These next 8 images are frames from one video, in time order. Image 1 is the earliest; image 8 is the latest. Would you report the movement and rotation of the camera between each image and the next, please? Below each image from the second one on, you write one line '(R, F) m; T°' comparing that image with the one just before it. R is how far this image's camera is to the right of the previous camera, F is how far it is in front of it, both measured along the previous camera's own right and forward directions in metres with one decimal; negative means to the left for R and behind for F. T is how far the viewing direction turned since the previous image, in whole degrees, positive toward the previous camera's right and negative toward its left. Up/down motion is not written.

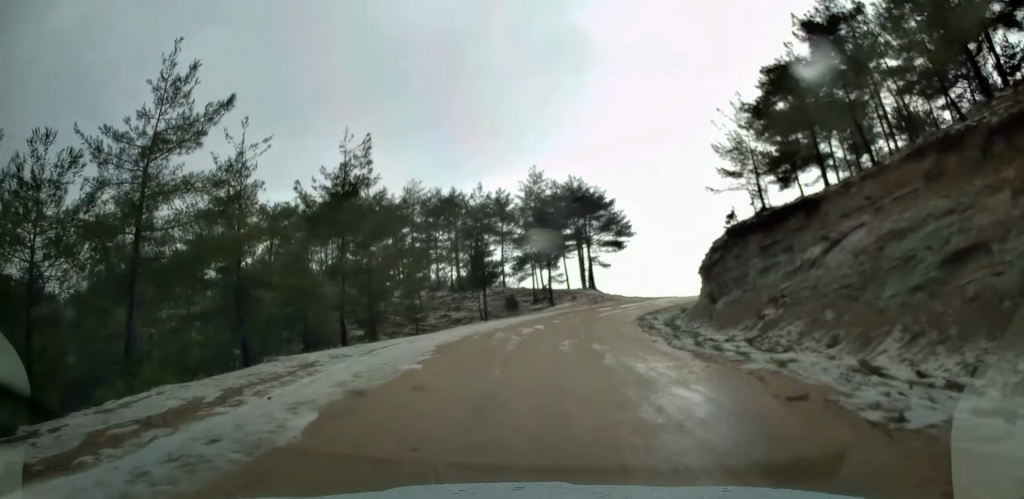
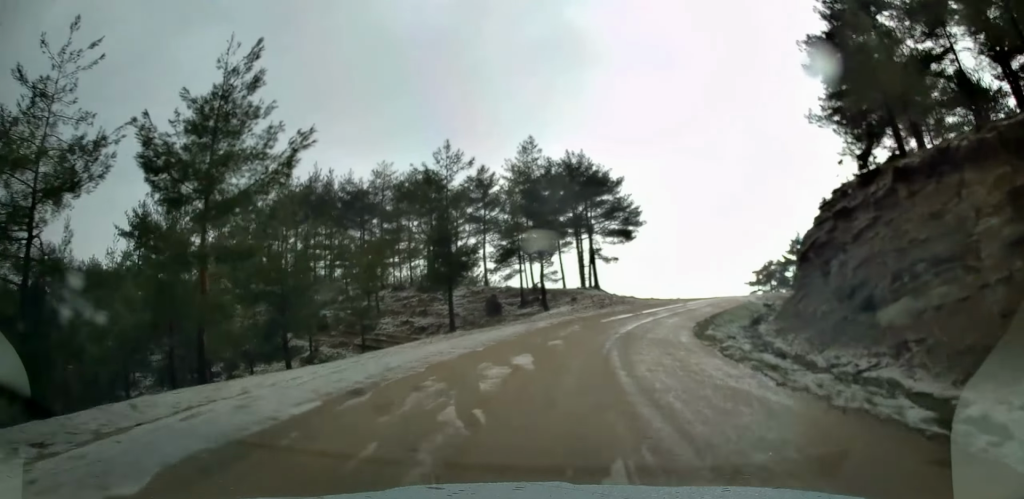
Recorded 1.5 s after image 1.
(-0.2, +12.8) m; +2°
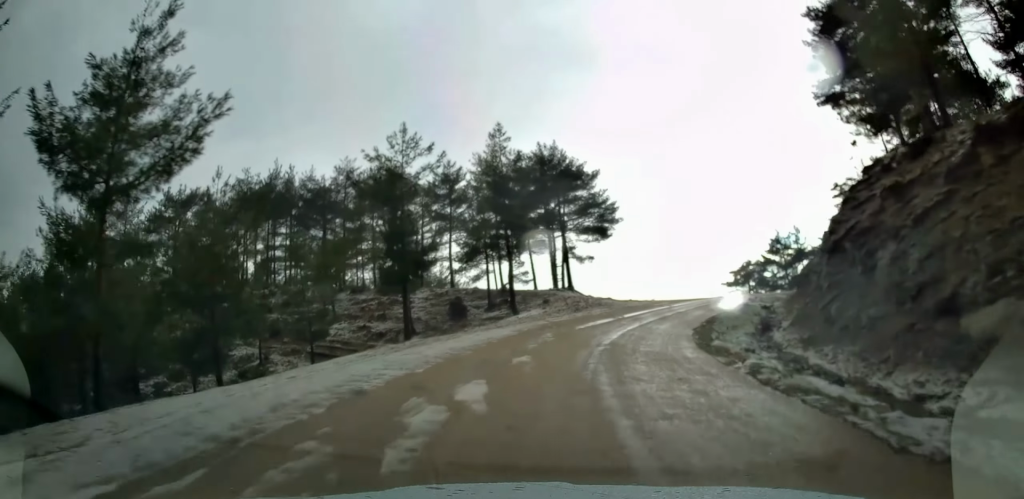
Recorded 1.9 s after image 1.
(+0.2, +3.8) m; +3°
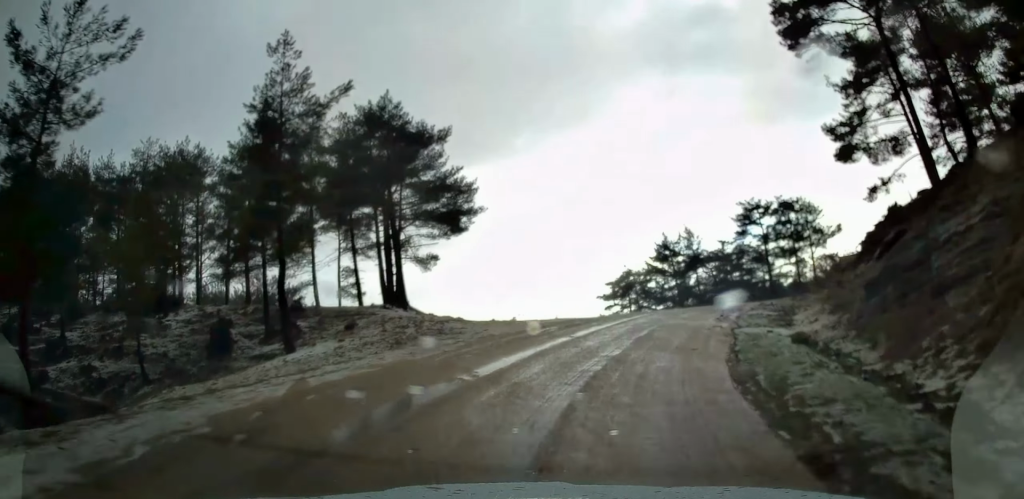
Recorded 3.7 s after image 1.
(+1.7, +15.8) m; +13°
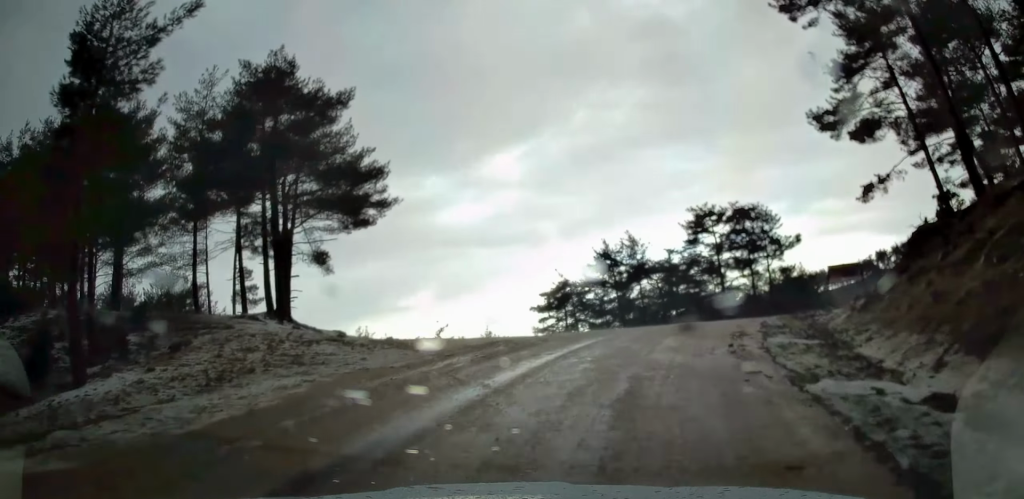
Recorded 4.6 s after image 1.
(+0.3, +7.4) m; +7°
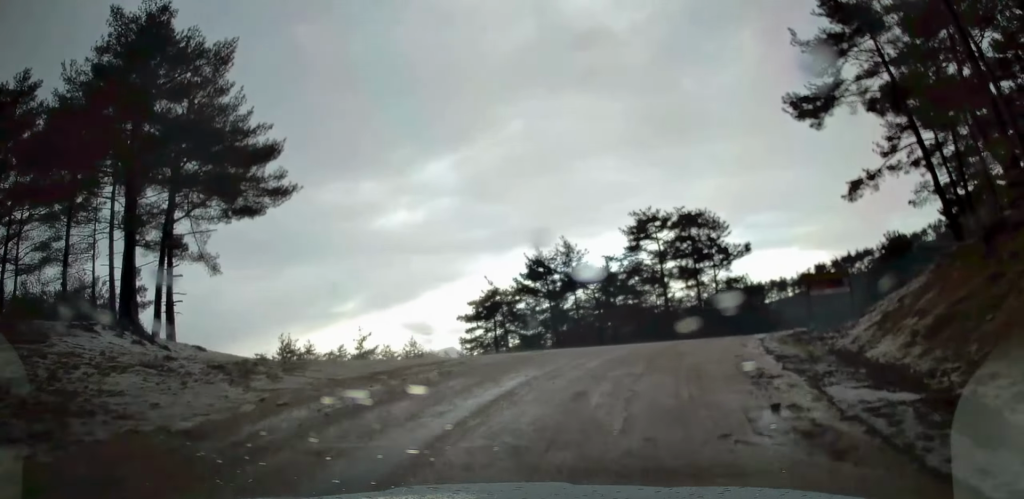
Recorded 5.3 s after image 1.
(+0.2, +6.0) m; +7°
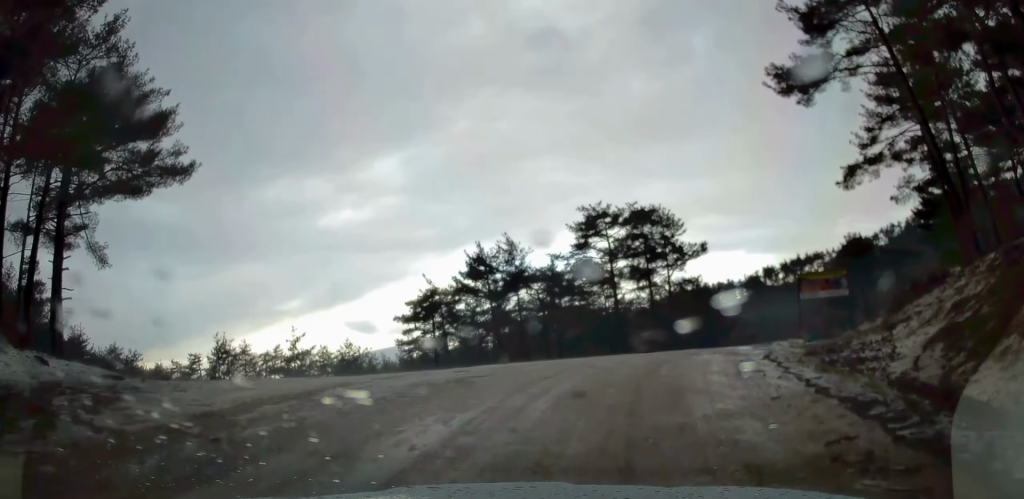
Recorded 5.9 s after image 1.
(+0.4, +5.0) m; +6°
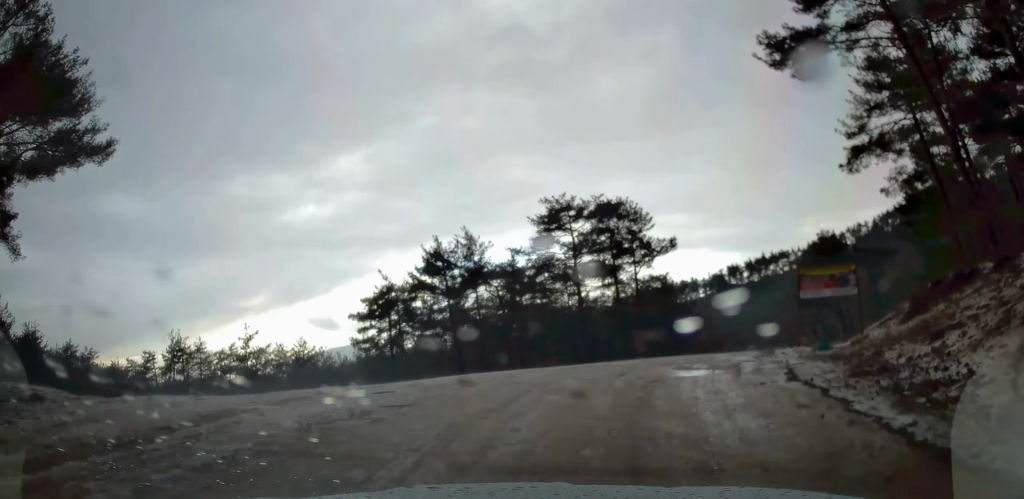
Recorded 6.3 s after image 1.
(+0.1, +3.6) m; +5°
